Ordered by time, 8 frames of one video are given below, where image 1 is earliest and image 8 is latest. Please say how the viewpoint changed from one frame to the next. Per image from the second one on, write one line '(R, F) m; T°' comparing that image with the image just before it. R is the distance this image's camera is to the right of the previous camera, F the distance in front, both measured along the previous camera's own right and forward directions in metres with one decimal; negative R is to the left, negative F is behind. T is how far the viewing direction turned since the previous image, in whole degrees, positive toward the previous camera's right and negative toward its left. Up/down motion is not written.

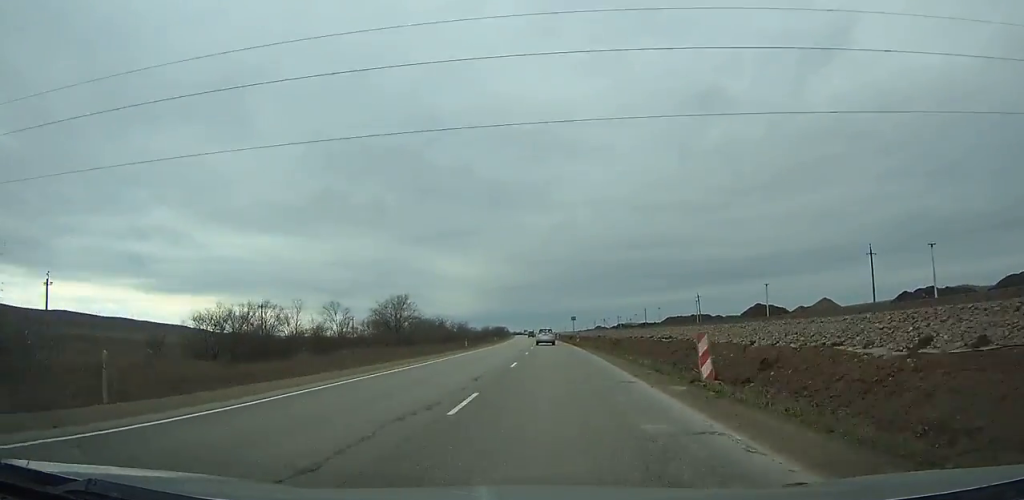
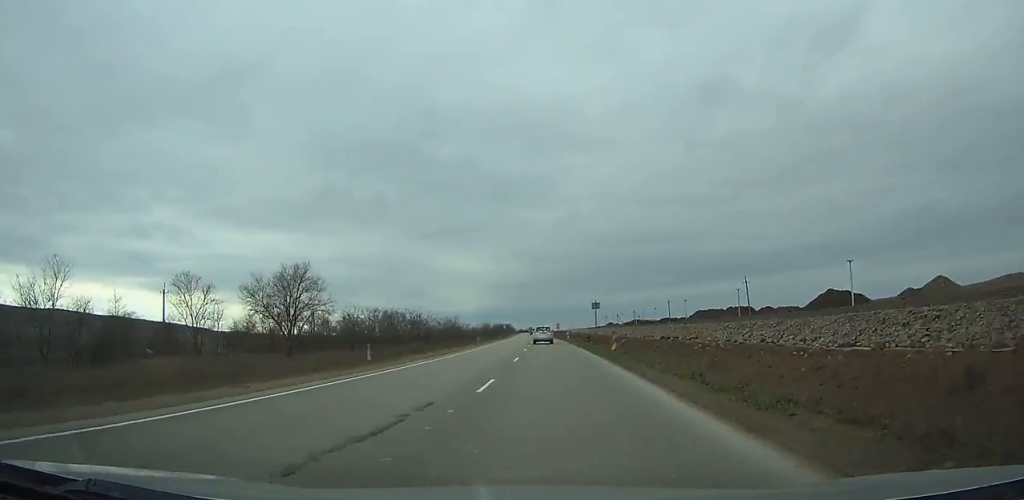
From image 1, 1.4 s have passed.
(-0.2, +32.5) m; -1°
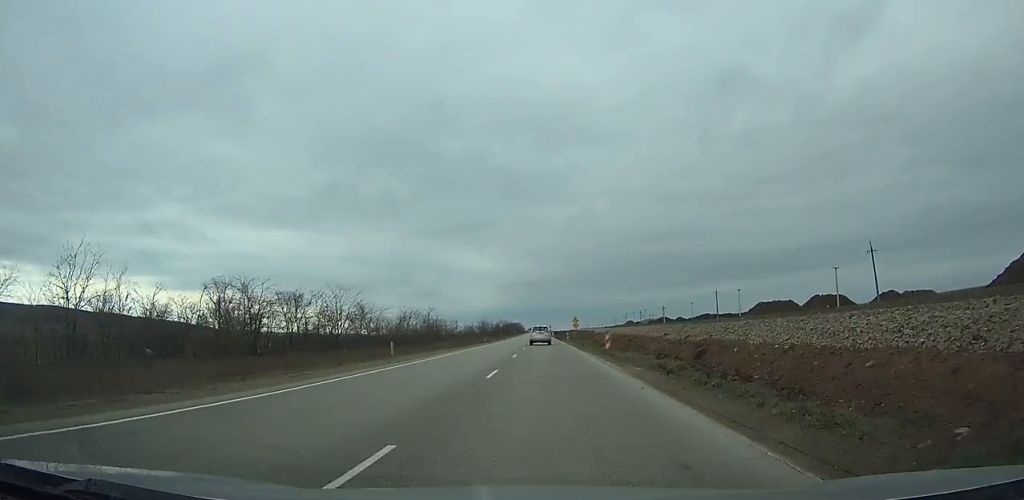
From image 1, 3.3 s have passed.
(-0.6, +44.6) m; -1°
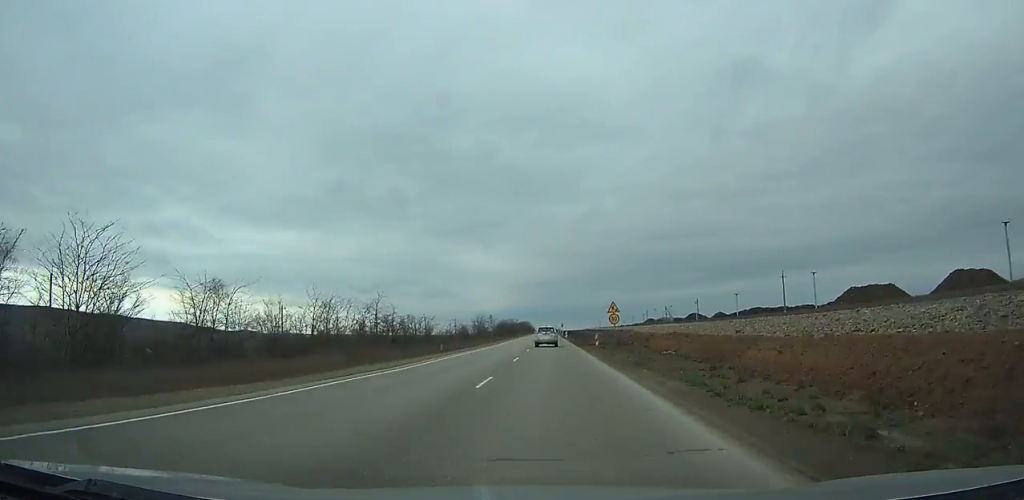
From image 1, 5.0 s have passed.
(-0.4, +38.2) m; -1°
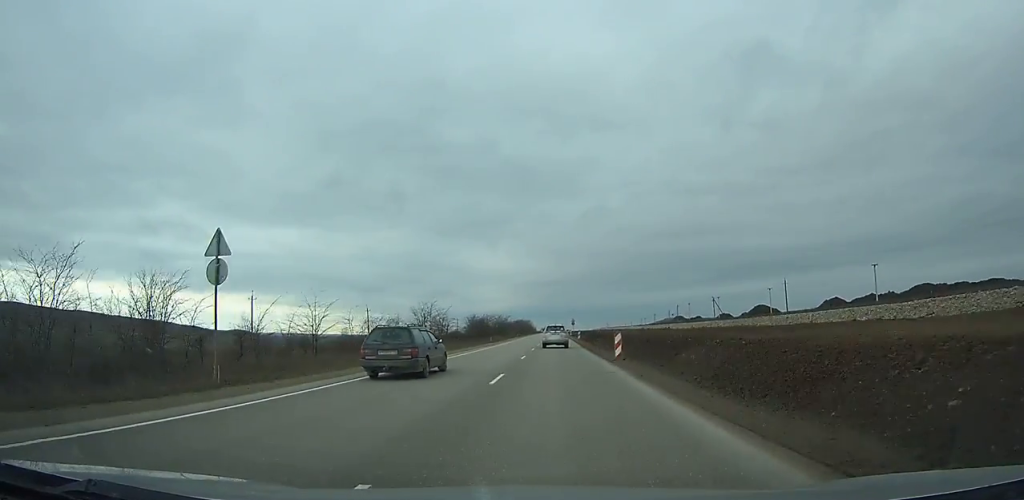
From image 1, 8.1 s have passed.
(-0.4, +71.2) m; 0°
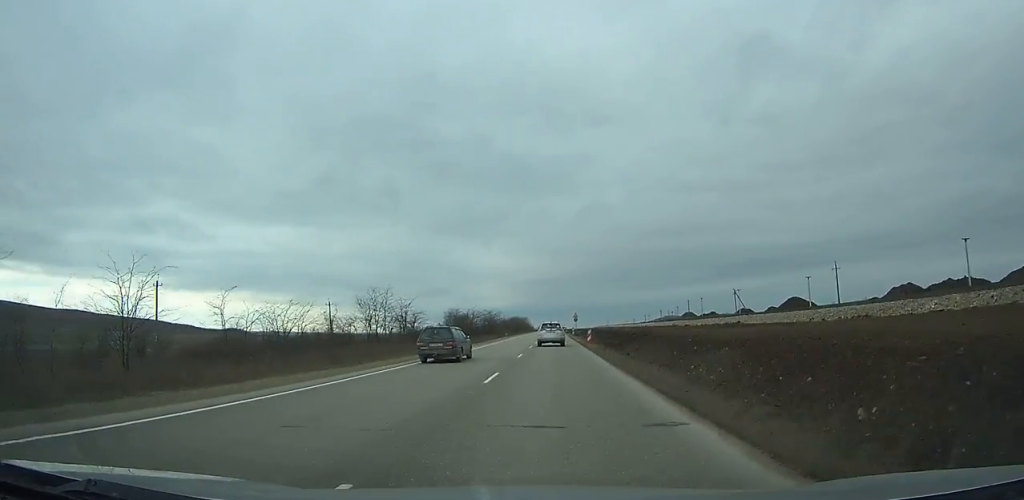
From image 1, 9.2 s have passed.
(0.0, +23.9) m; 0°
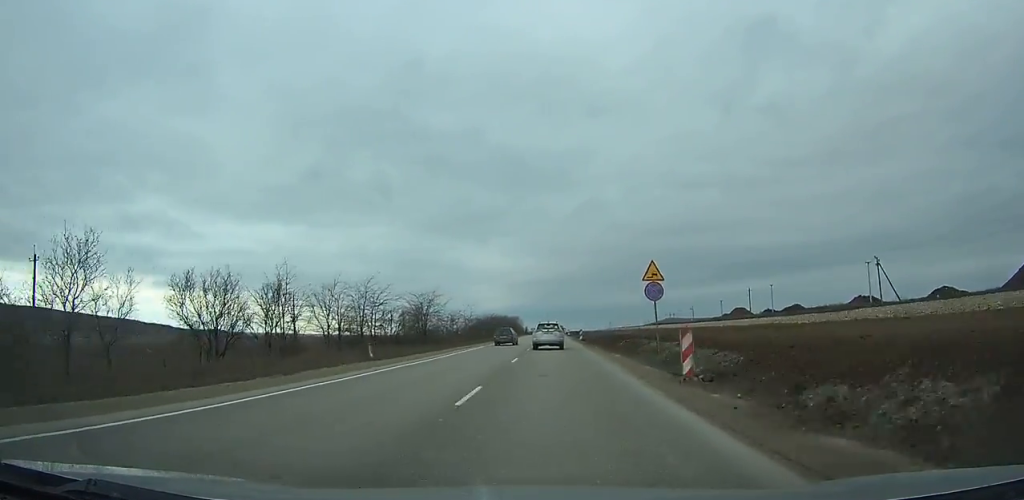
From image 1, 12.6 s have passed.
(0.0, +75.4) m; 0°
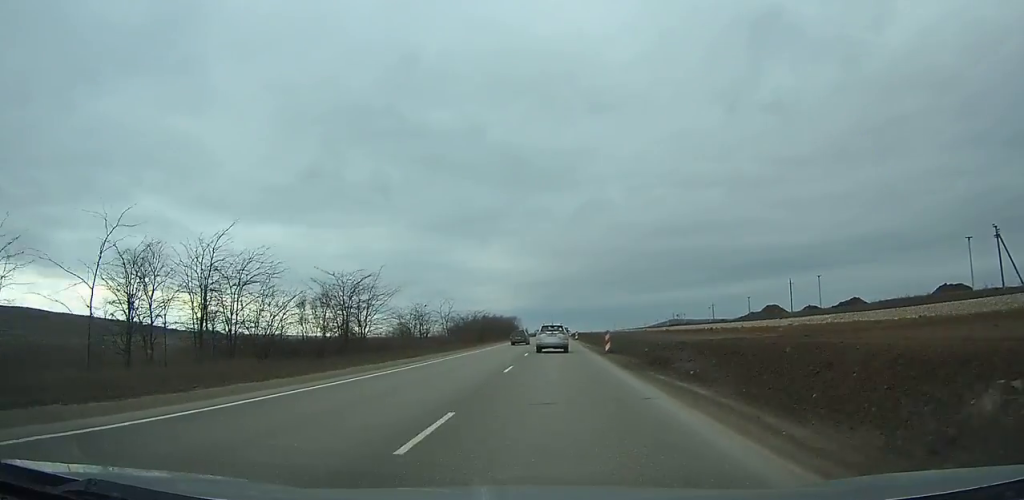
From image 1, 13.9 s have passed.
(0.0, +27.7) m; 0°
